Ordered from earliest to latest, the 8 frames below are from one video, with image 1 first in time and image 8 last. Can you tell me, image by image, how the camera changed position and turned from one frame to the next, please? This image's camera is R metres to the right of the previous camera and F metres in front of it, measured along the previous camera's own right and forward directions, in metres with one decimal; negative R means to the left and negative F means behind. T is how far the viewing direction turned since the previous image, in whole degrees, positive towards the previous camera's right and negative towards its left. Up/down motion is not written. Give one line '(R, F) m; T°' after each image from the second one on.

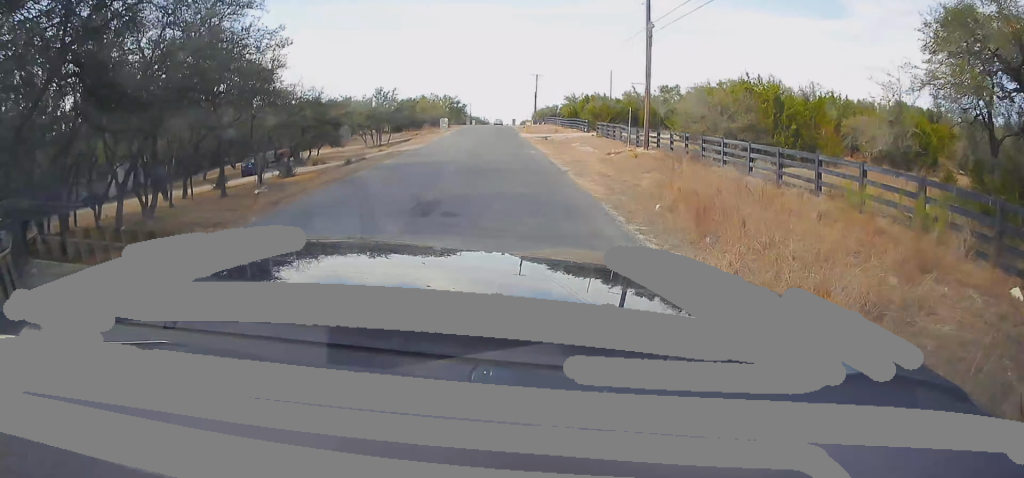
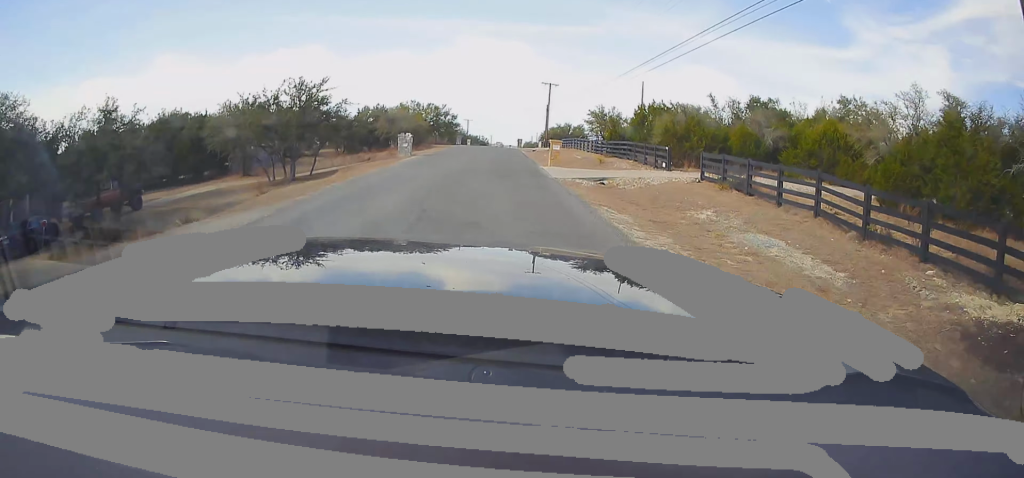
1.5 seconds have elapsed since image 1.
(-0.6, +25.6) m; -2°
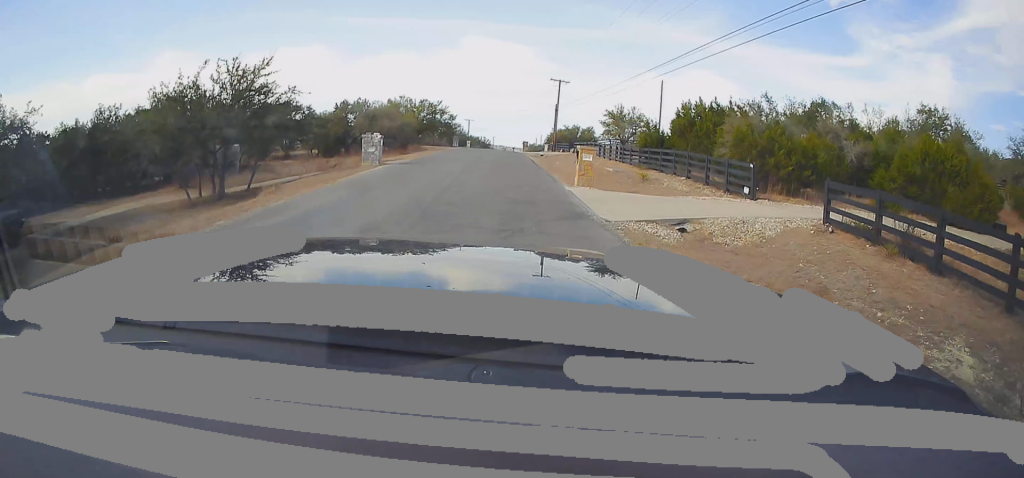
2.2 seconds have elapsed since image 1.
(-0.1, +10.3) m; 0°
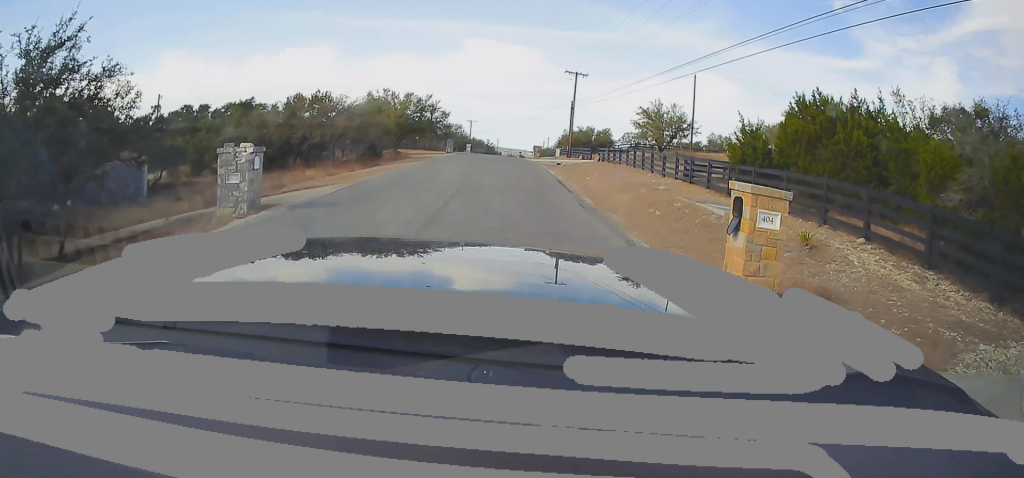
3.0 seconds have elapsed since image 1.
(0.0, +13.8) m; 0°
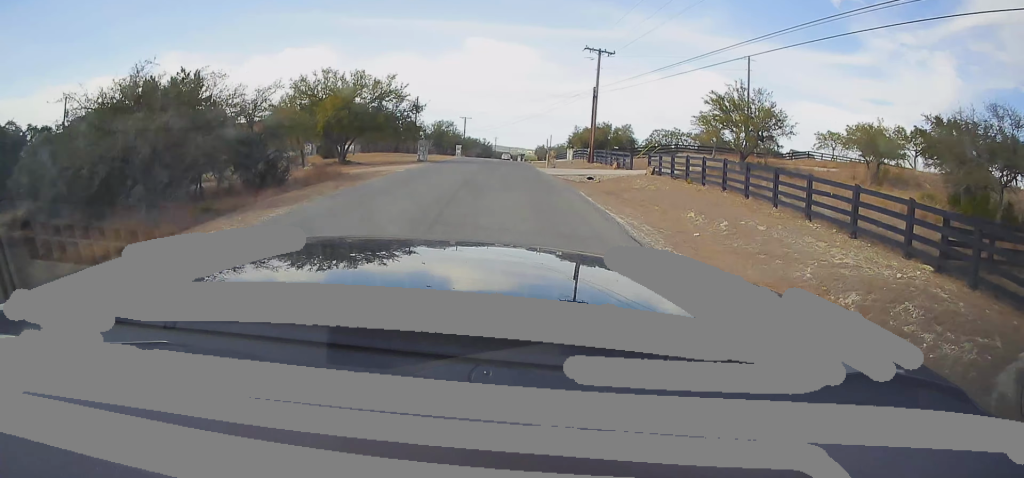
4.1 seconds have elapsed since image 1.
(+0.2, +18.2) m; +1°
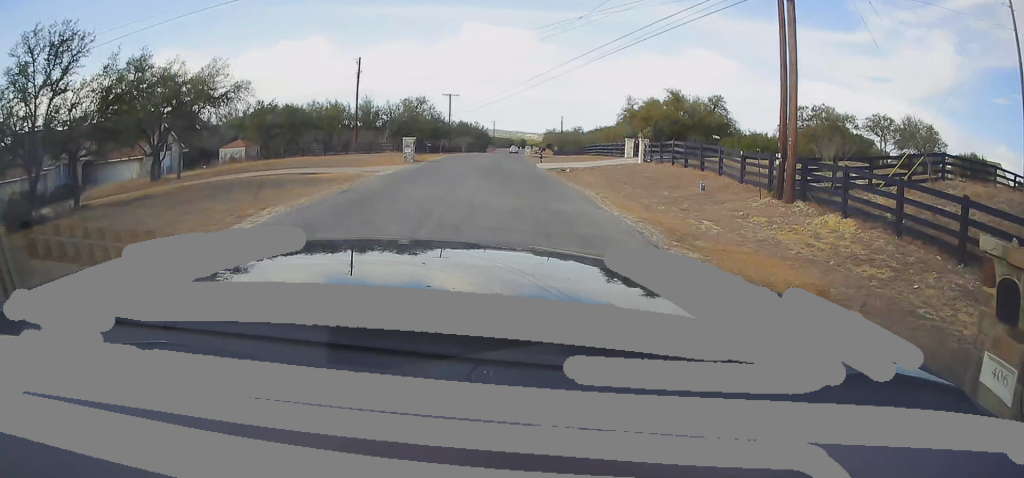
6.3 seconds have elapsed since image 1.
(-0.2, +38.3) m; 0°
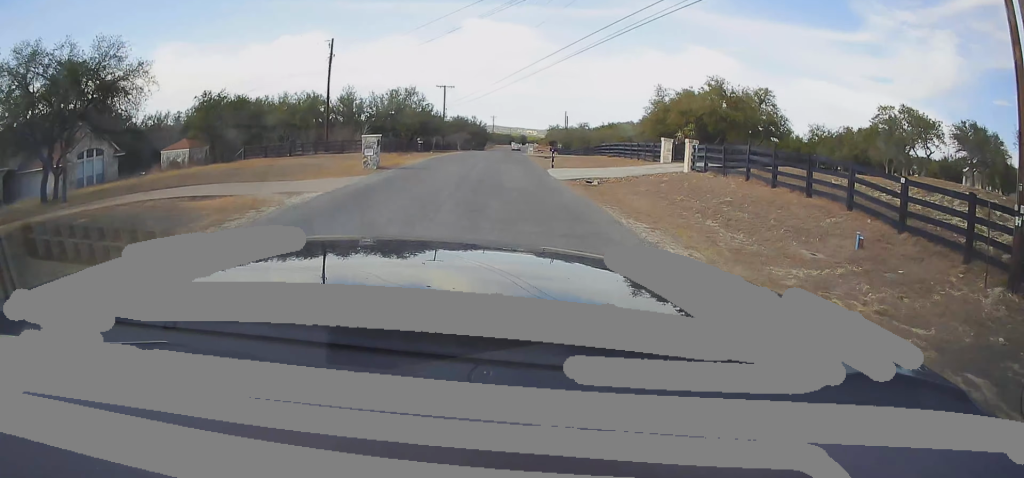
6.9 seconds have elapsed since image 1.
(0.0, +9.3) m; 0°
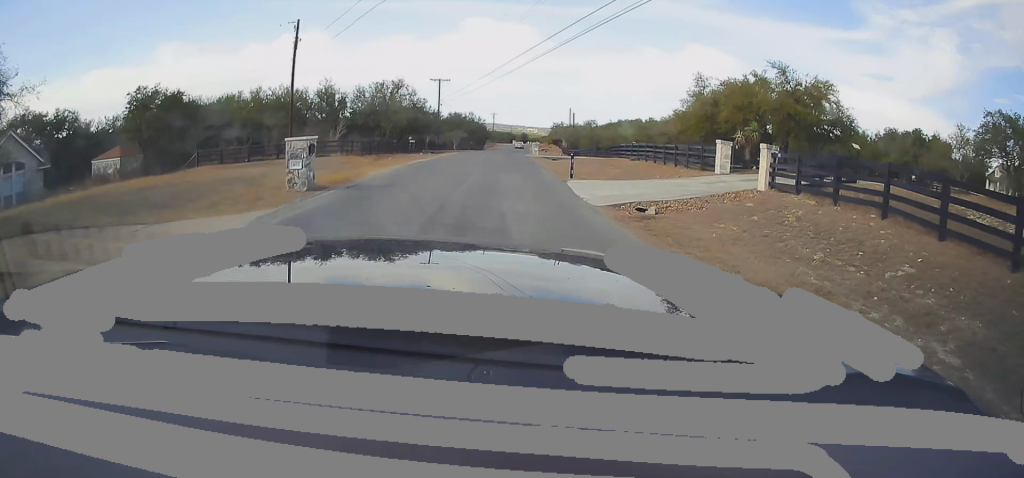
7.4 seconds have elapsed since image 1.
(0.0, +8.6) m; +1°
